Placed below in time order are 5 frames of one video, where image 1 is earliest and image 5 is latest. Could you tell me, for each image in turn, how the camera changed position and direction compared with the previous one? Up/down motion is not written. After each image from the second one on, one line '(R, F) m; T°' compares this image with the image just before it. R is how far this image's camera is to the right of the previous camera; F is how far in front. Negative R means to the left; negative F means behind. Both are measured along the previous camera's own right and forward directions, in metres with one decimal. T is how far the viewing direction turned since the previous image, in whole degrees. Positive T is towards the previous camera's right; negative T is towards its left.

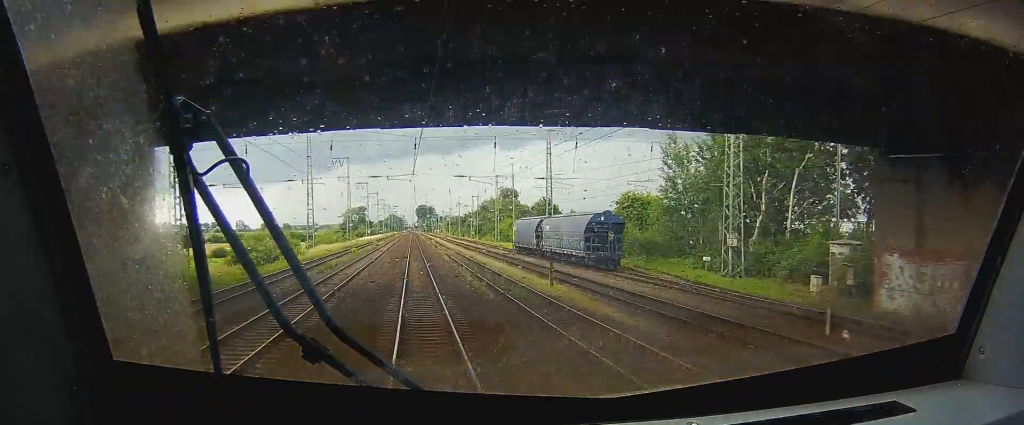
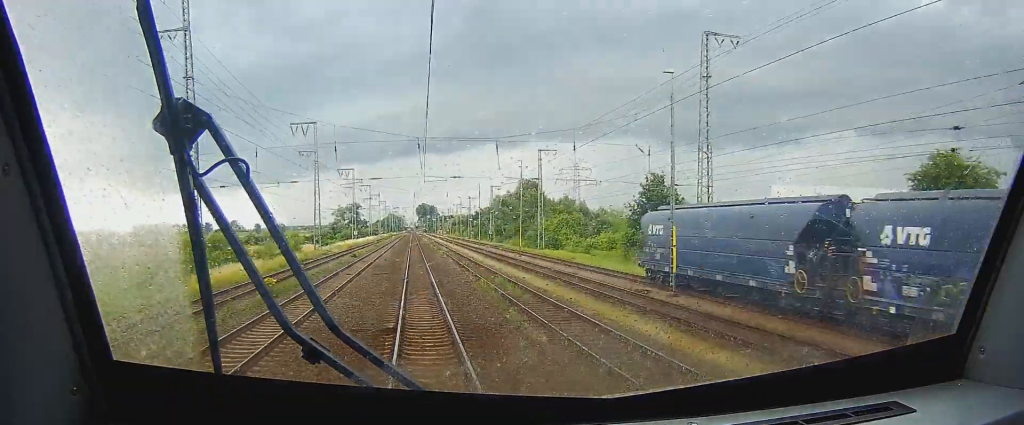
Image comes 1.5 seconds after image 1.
(0.0, +49.9) m; 0°
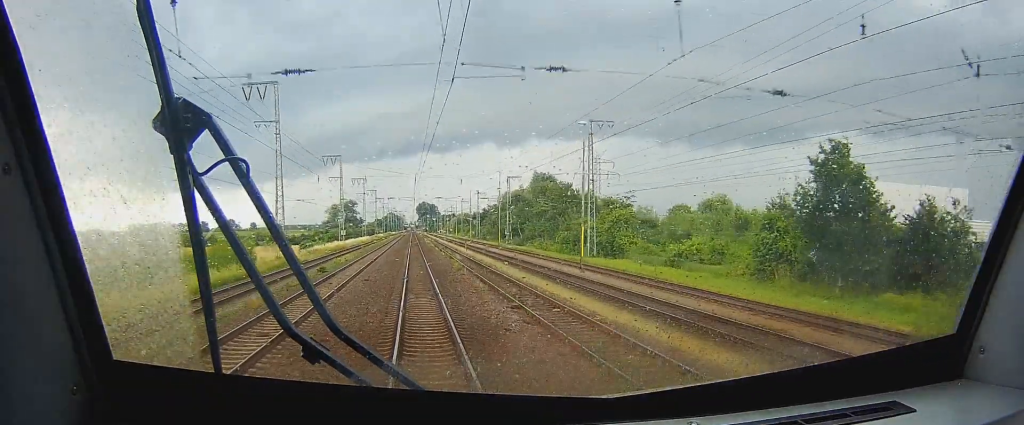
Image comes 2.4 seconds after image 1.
(0.0, +28.7) m; 0°
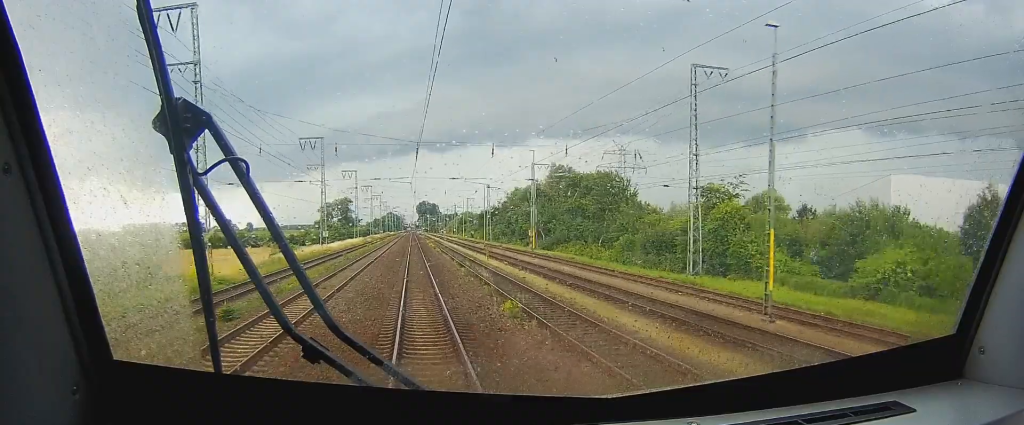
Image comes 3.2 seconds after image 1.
(-0.1, +27.1) m; 0°
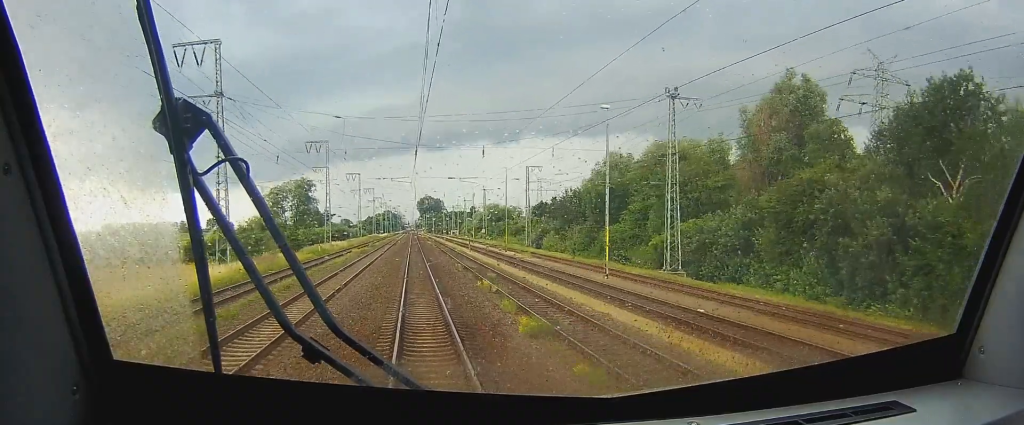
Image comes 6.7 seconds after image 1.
(-0.1, +118.8) m; 0°
